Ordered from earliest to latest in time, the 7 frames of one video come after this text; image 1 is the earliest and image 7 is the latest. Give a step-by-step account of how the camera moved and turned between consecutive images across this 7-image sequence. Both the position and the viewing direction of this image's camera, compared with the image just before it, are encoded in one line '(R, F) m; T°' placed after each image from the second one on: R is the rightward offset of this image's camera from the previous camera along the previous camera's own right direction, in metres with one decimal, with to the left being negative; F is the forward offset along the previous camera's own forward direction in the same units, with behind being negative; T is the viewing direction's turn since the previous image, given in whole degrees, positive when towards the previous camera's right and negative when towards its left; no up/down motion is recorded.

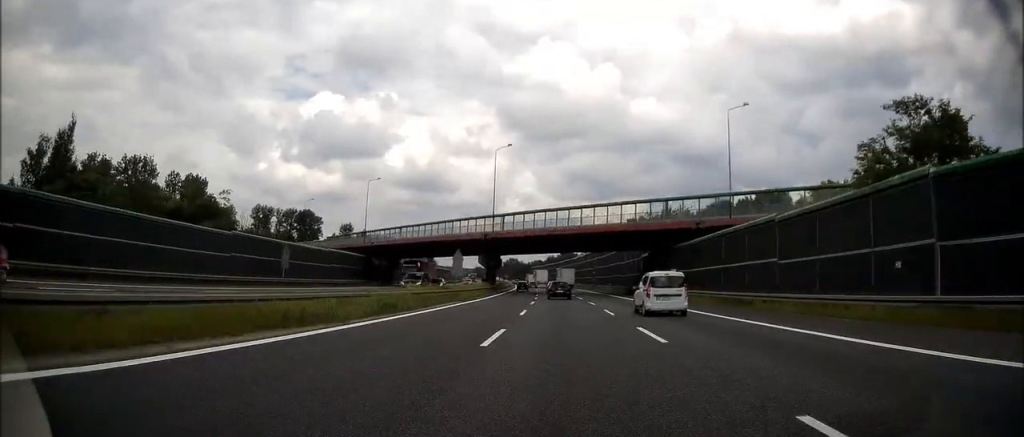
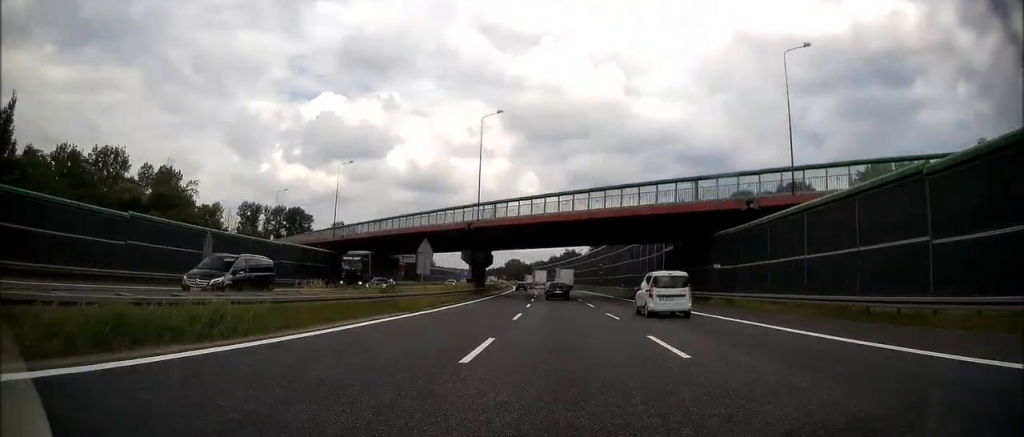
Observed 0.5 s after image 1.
(-0.2, +14.6) m; -1°
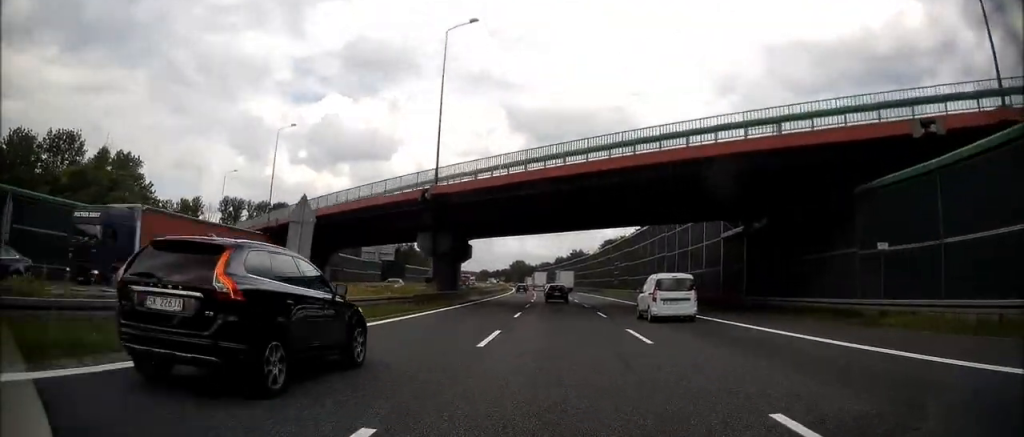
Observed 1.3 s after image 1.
(-0.1, +21.0) m; 0°
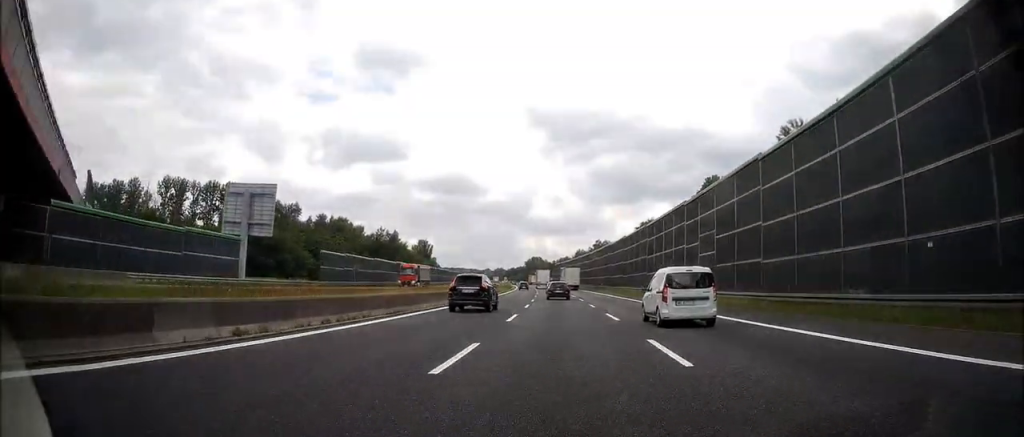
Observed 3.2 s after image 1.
(-0.5, +52.5) m; -2°
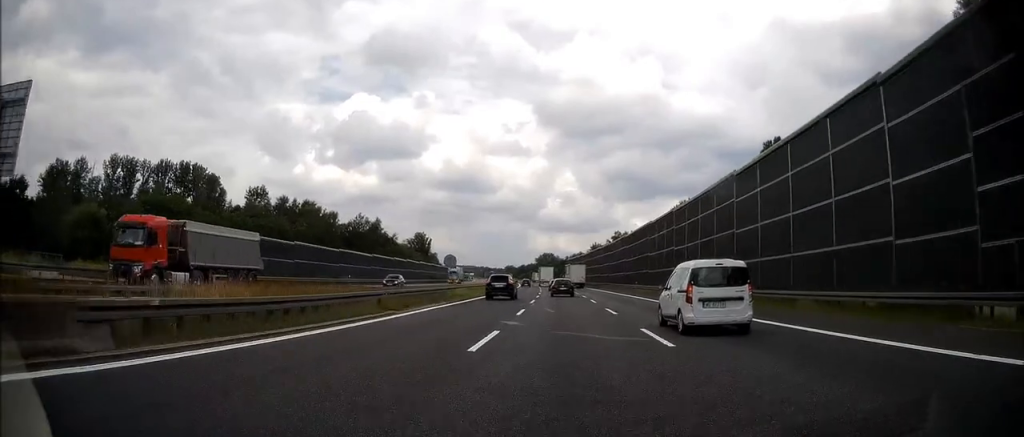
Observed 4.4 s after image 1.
(-0.4, +33.6) m; -1°
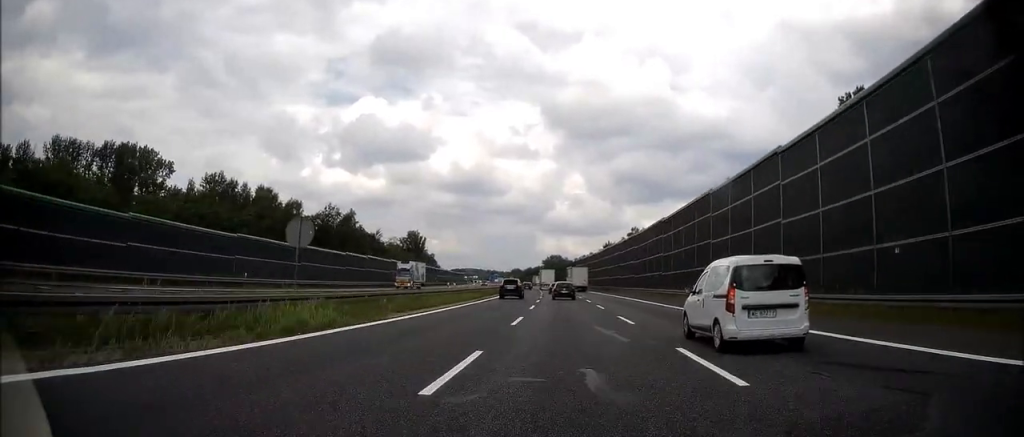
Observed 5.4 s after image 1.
(-0.1, +28.2) m; -1°
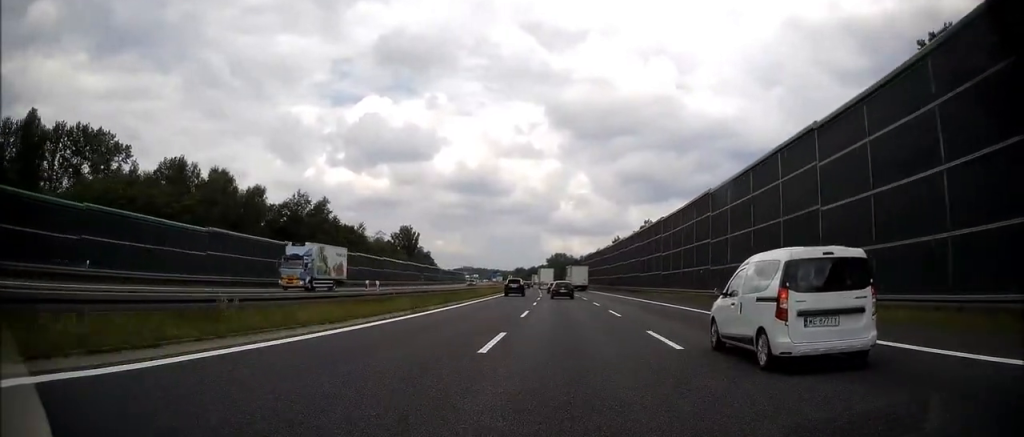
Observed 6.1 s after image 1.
(-0.1, +19.8) m; -1°
